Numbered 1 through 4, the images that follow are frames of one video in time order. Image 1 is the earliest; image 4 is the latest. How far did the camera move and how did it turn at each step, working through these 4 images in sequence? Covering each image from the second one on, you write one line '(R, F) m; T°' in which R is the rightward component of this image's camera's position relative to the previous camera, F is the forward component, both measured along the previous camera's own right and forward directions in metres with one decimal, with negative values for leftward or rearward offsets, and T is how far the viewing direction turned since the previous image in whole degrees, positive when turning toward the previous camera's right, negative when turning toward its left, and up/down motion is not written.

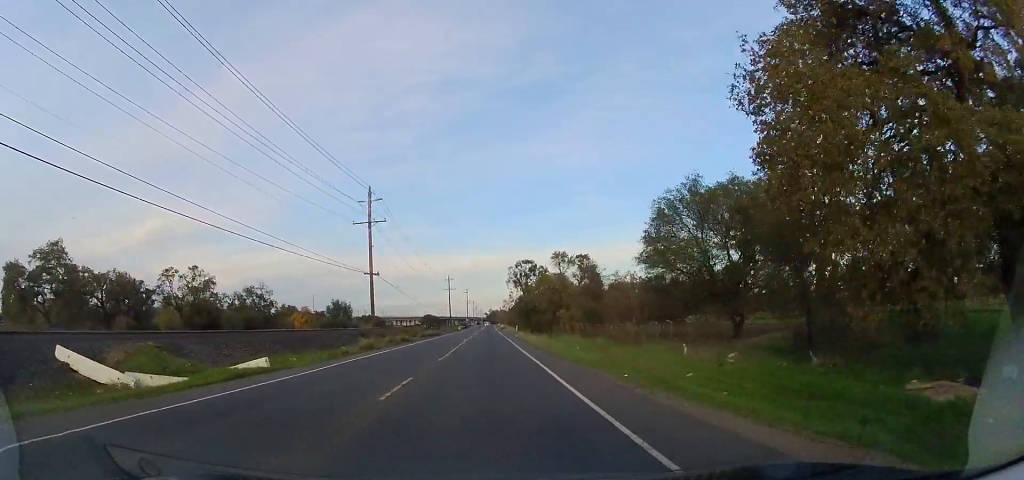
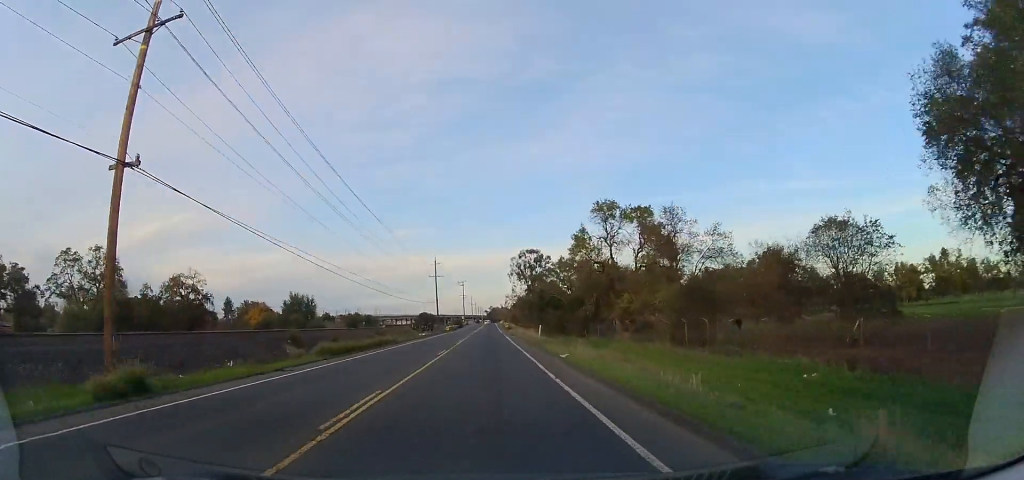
(+1.0, +32.8) m; +5°
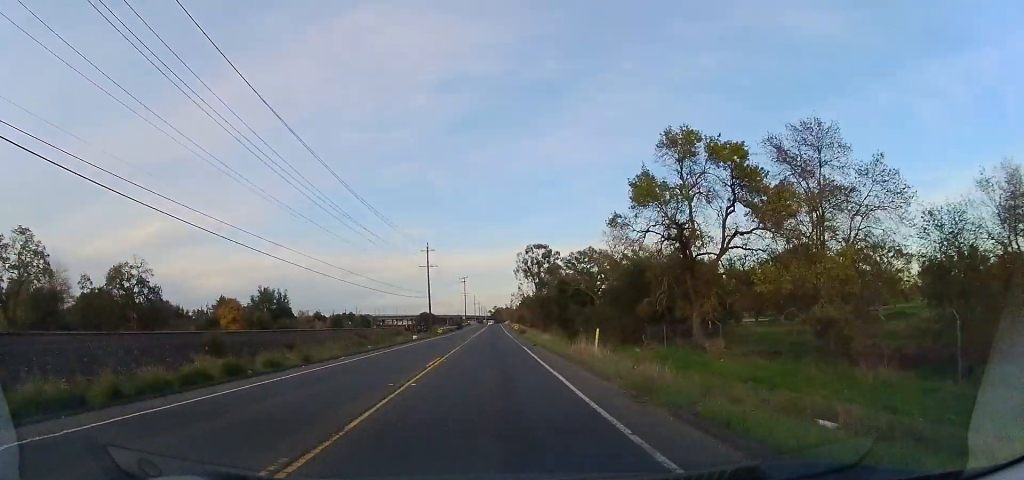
(+0.5, +19.6) m; 0°
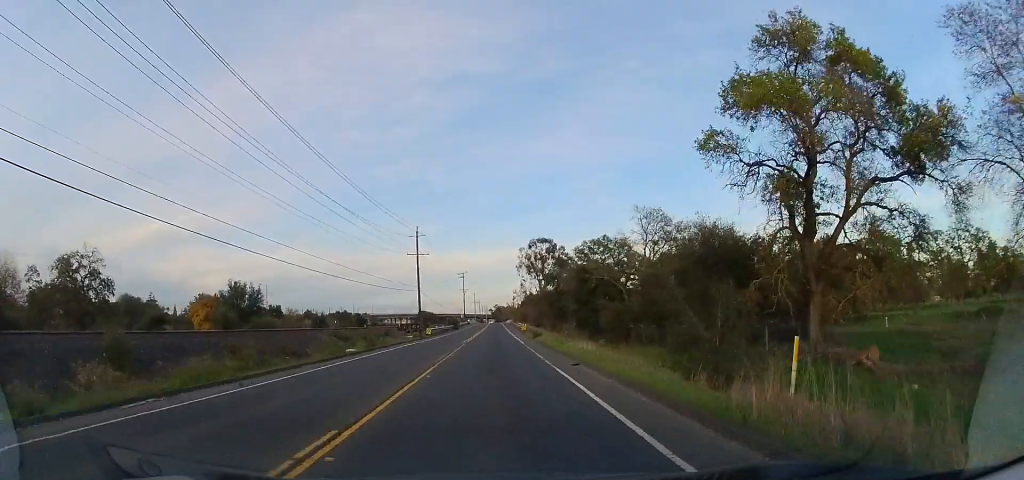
(-0.2, +13.4) m; -2°
